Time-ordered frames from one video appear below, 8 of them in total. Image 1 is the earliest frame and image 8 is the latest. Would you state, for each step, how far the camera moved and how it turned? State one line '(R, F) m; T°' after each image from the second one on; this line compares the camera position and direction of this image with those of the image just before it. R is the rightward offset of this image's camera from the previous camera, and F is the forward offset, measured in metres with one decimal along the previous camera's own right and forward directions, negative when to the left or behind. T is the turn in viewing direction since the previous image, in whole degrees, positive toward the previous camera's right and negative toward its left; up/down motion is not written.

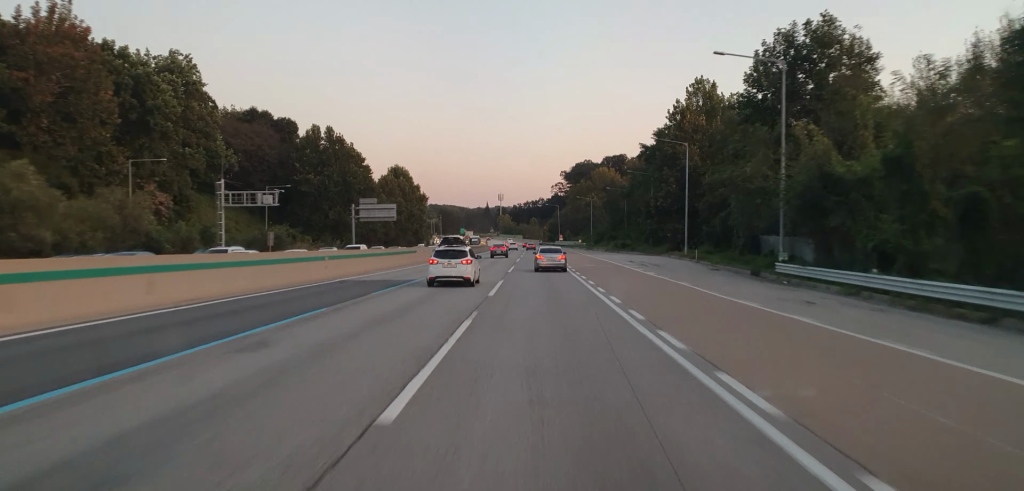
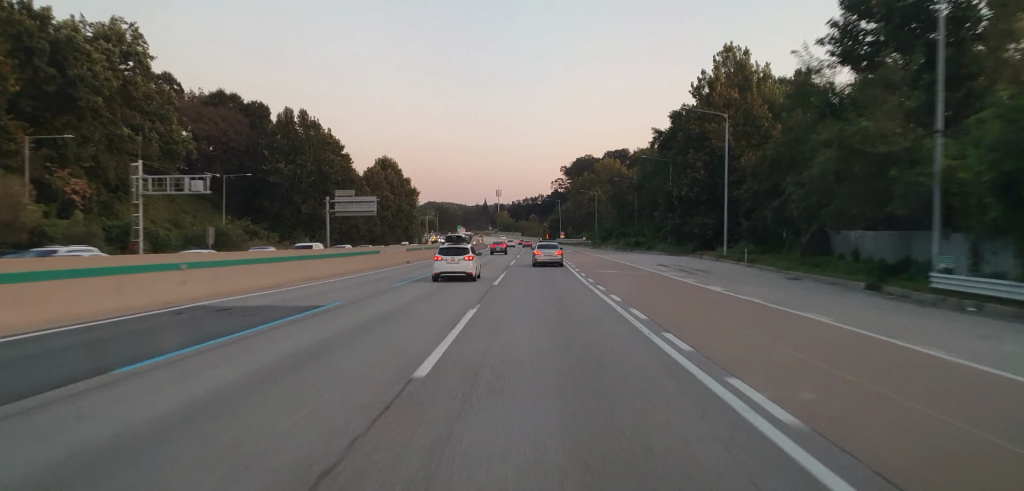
(-0.3, +15.4) m; 0°
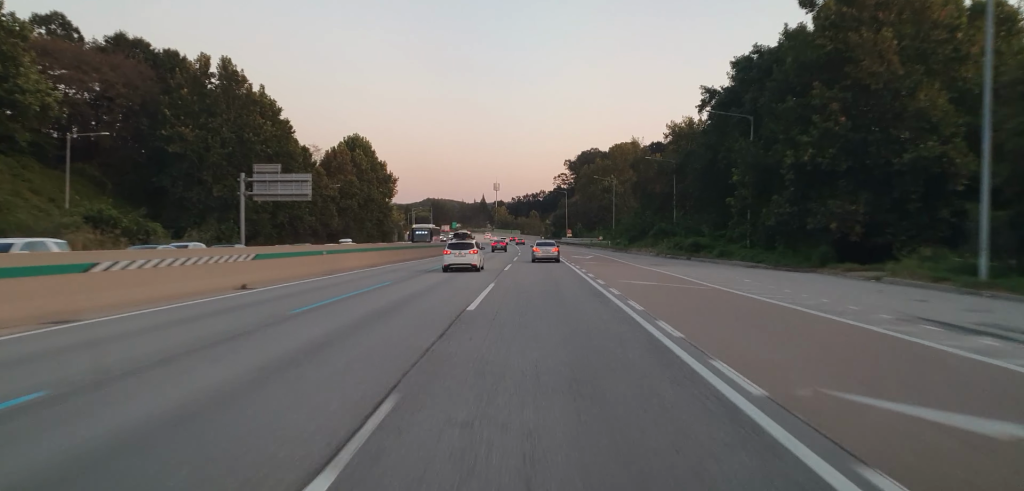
(+0.4, +33.7) m; +1°
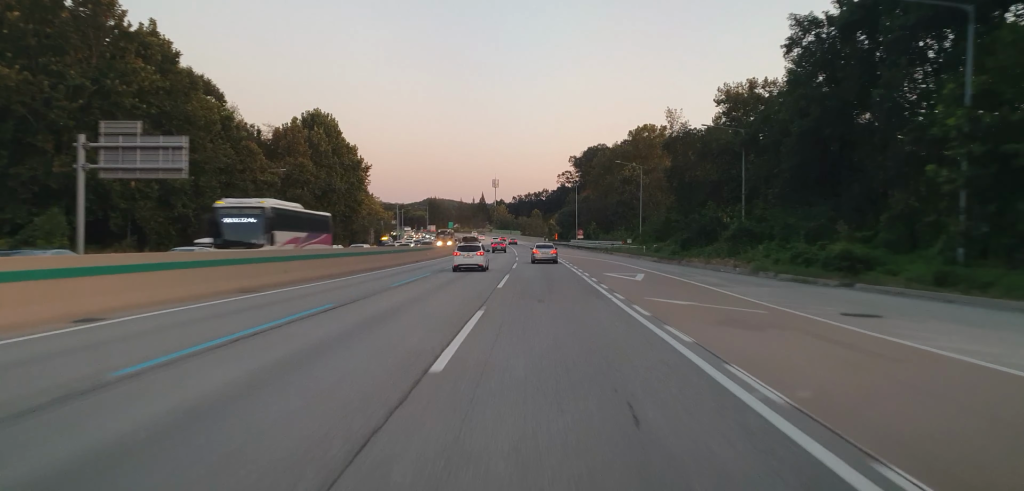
(+0.3, +29.6) m; 0°
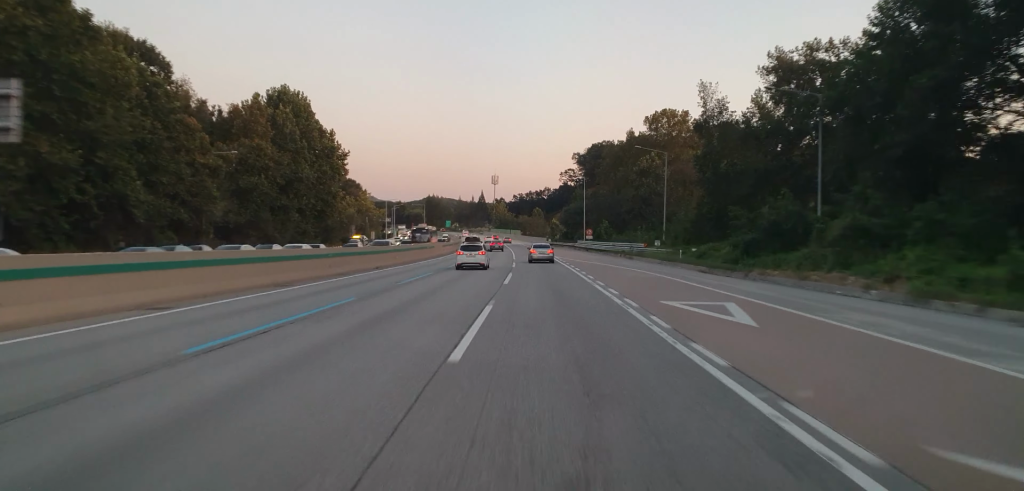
(-0.1, +17.1) m; 0°
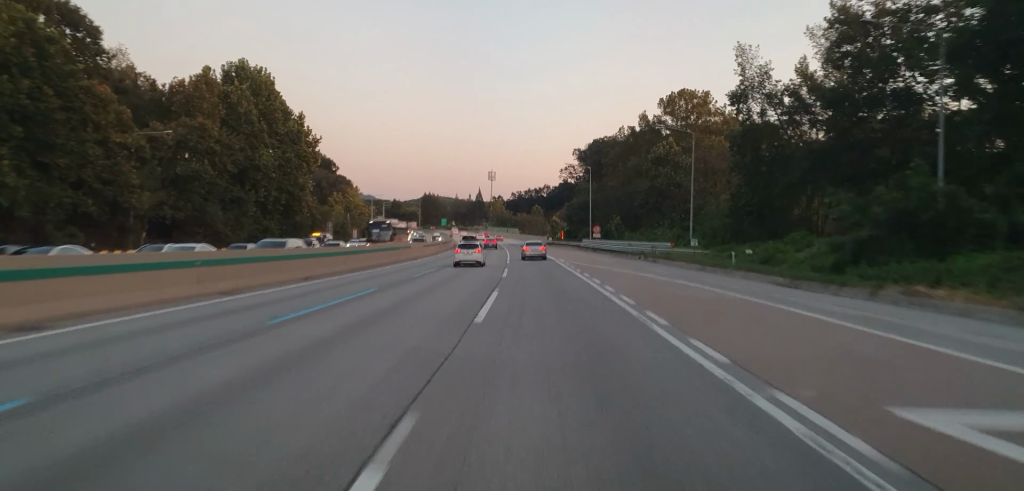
(-0.2, +14.7) m; 0°
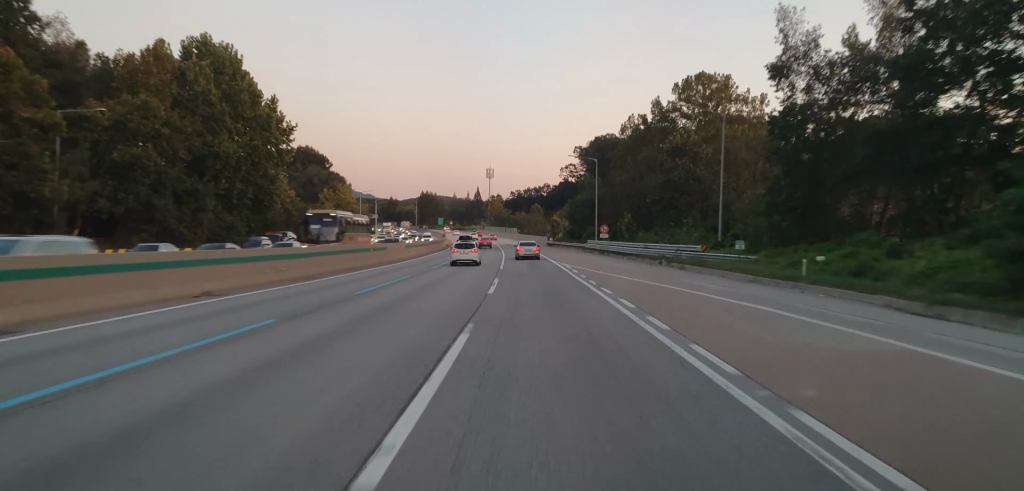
(+0.3, +10.8) m; 0°
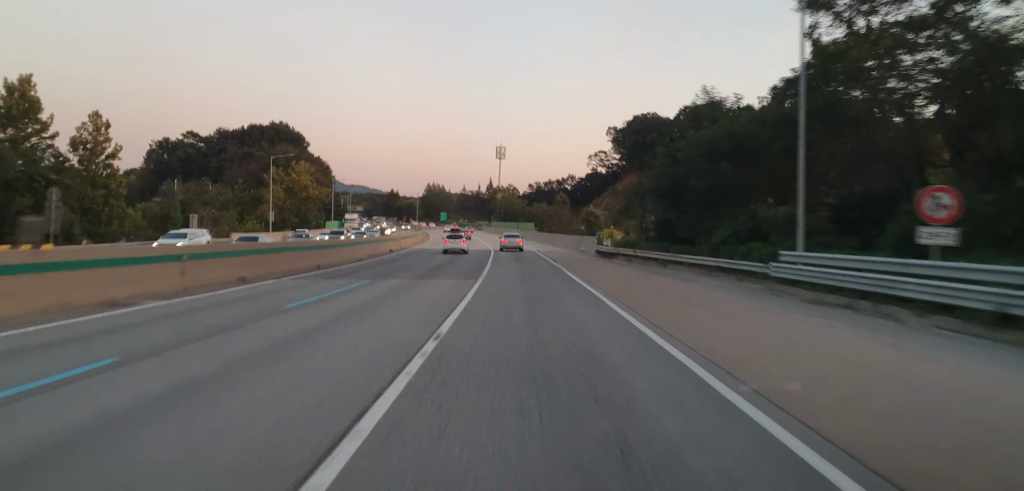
(-1.7, +65.8) m; -2°
